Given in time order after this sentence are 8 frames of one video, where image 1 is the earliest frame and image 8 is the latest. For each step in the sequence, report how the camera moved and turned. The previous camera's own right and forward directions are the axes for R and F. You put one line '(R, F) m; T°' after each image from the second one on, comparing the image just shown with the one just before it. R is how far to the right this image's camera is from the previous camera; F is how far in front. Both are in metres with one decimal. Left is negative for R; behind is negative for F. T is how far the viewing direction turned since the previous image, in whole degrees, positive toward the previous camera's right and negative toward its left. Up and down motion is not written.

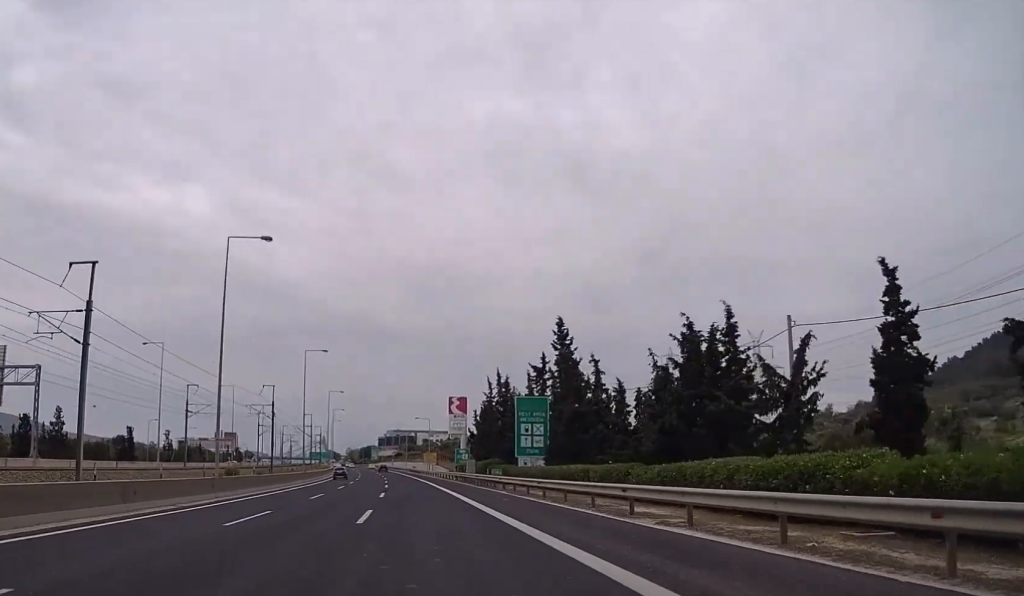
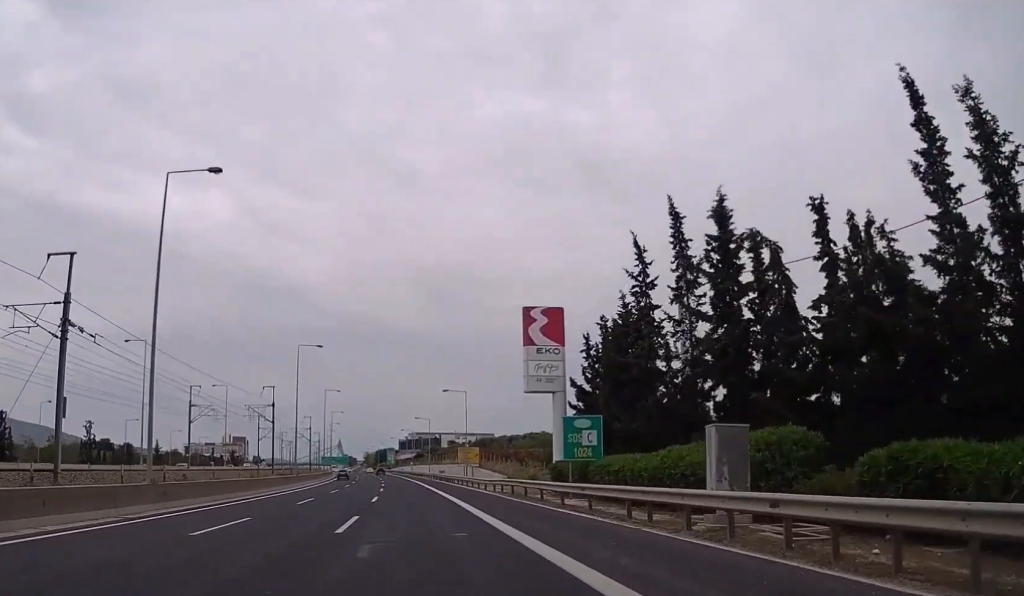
(-0.7, +56.4) m; -2°
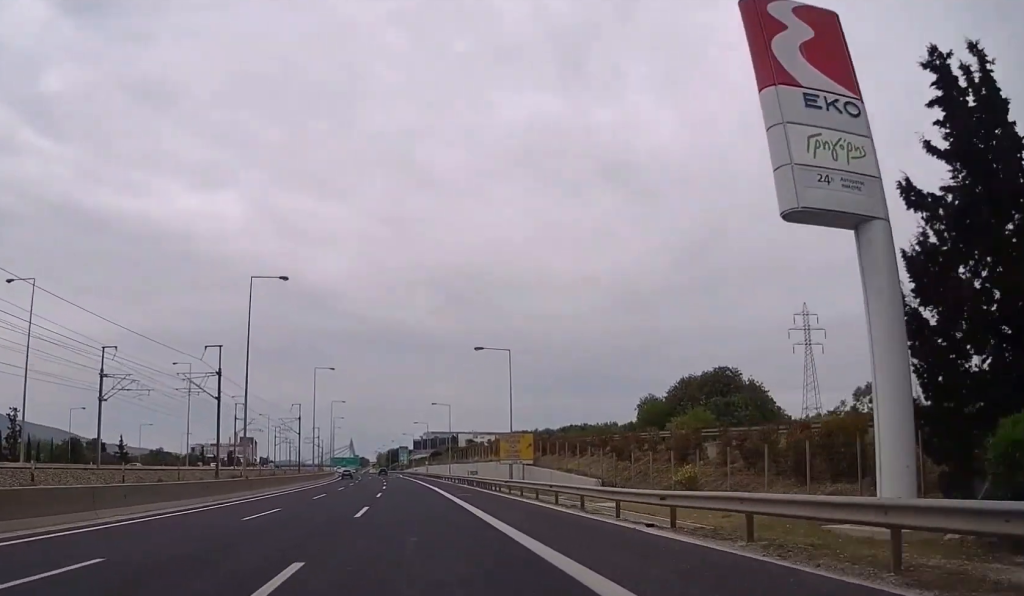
(-0.4, +30.4) m; -1°
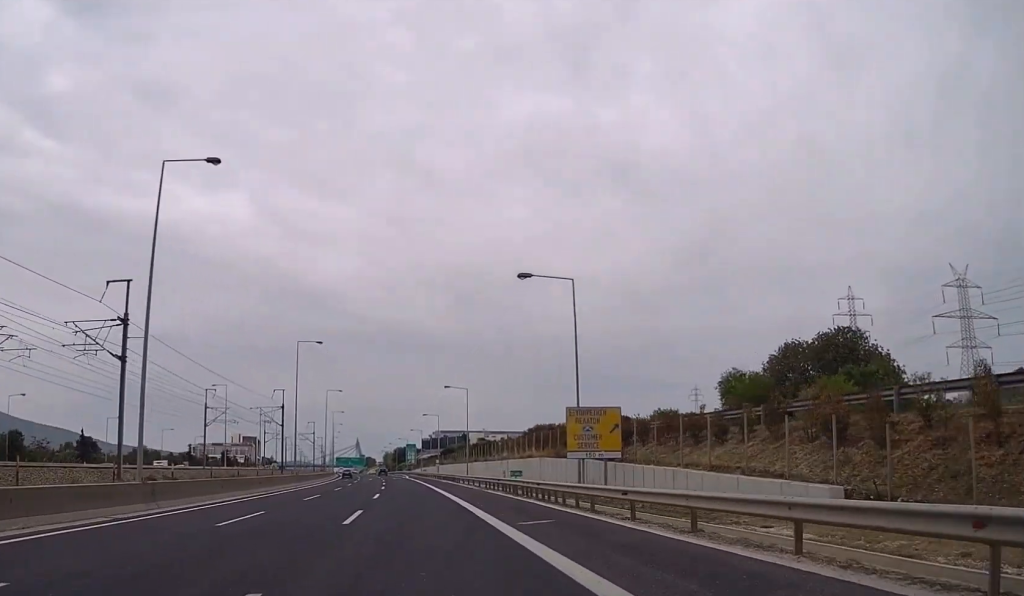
(-0.1, +21.5) m; 0°
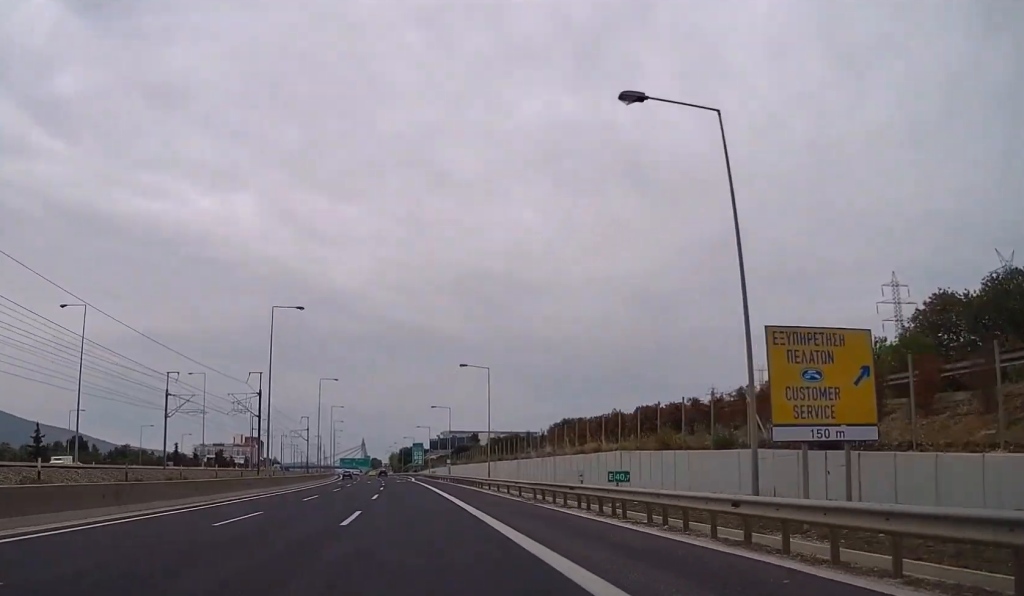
(-0.1, +17.9) m; 0°
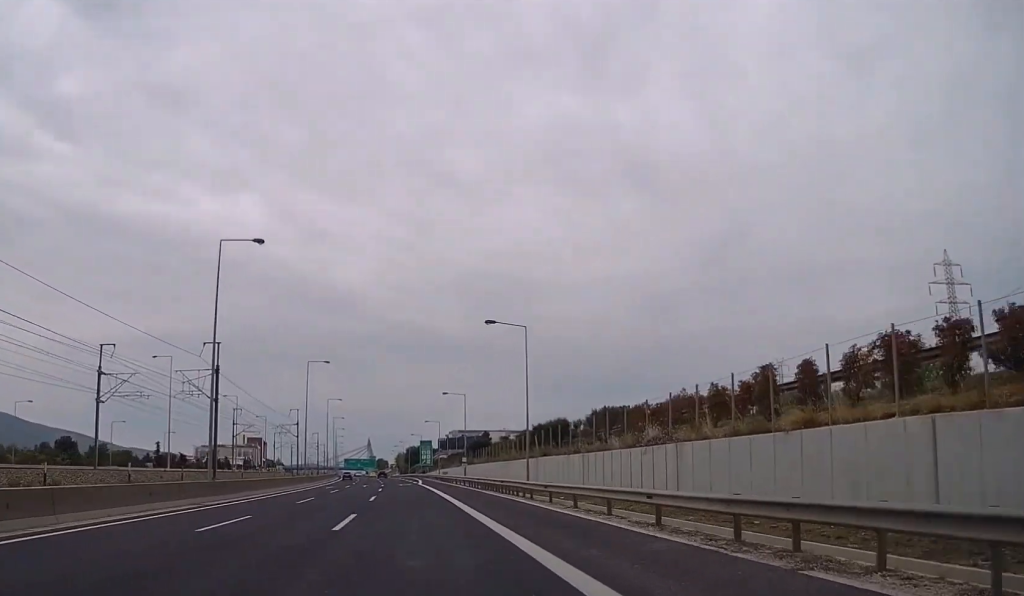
(-0.1, +19.7) m; 0°
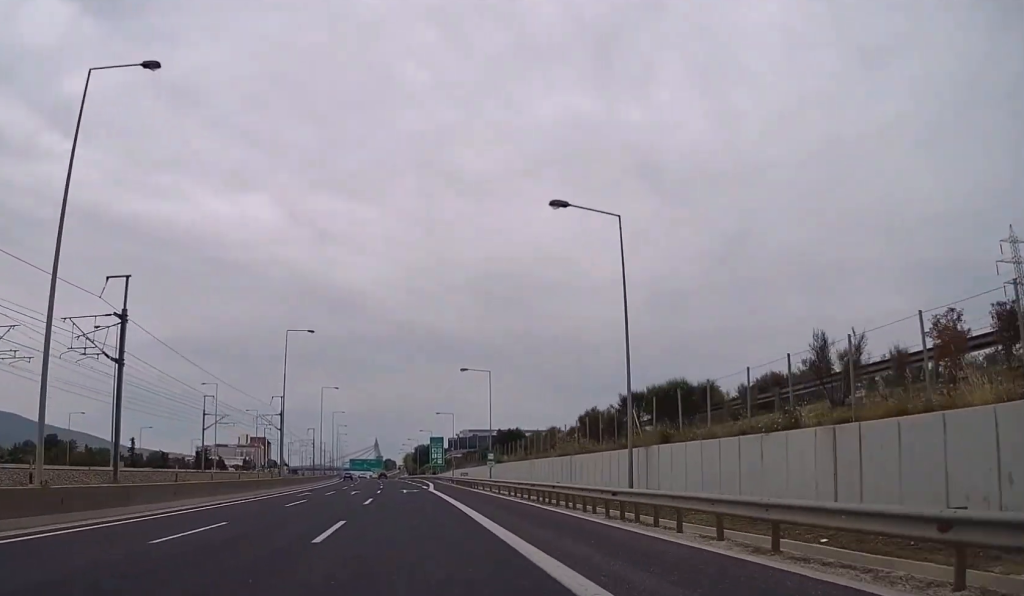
(-0.1, +21.5) m; 0°
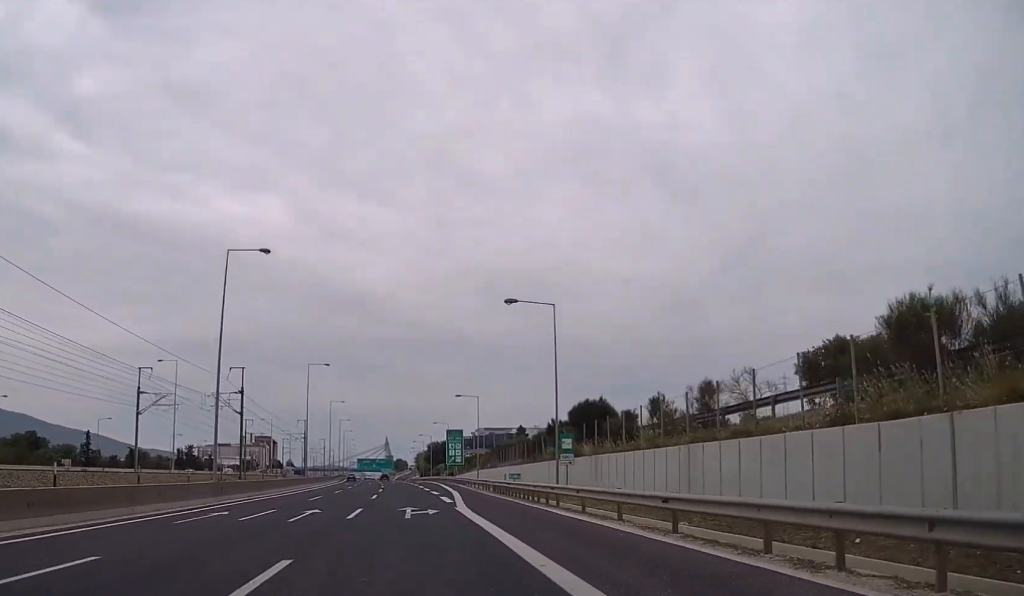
(-0.1, +27.8) m; -1°
